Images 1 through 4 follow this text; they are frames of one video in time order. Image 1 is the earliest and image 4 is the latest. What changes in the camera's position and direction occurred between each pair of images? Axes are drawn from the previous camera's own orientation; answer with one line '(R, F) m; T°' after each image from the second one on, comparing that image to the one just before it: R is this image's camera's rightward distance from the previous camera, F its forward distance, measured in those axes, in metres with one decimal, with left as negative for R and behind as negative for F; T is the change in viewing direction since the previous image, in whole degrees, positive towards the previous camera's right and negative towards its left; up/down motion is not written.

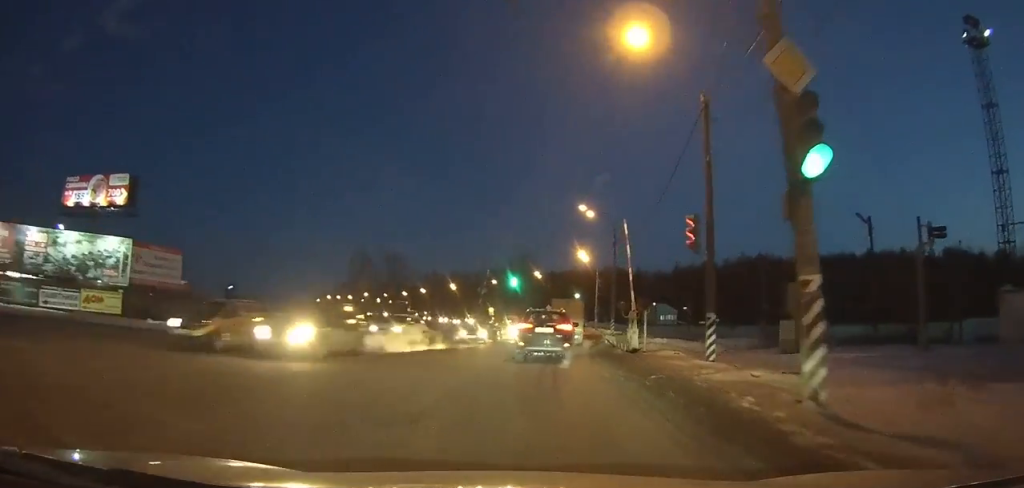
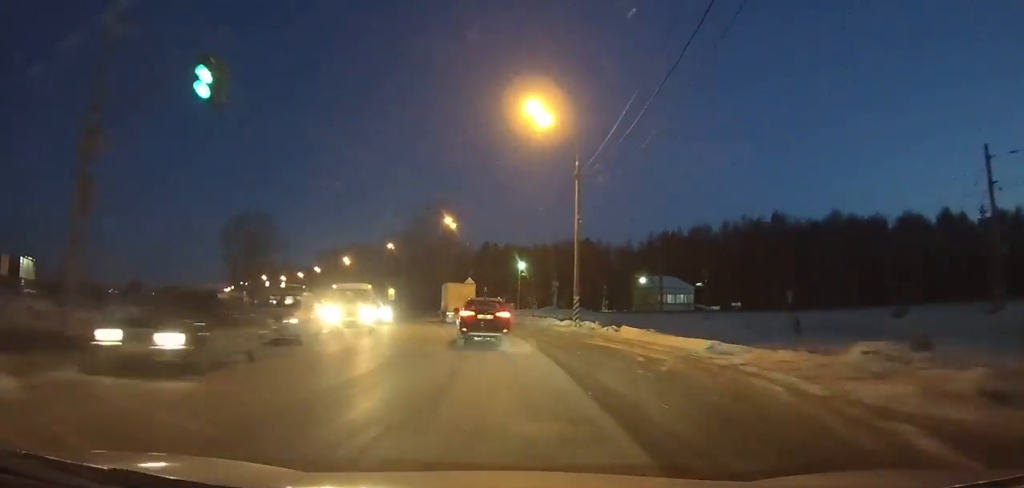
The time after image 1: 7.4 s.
(+3.4, +60.5) m; 0°
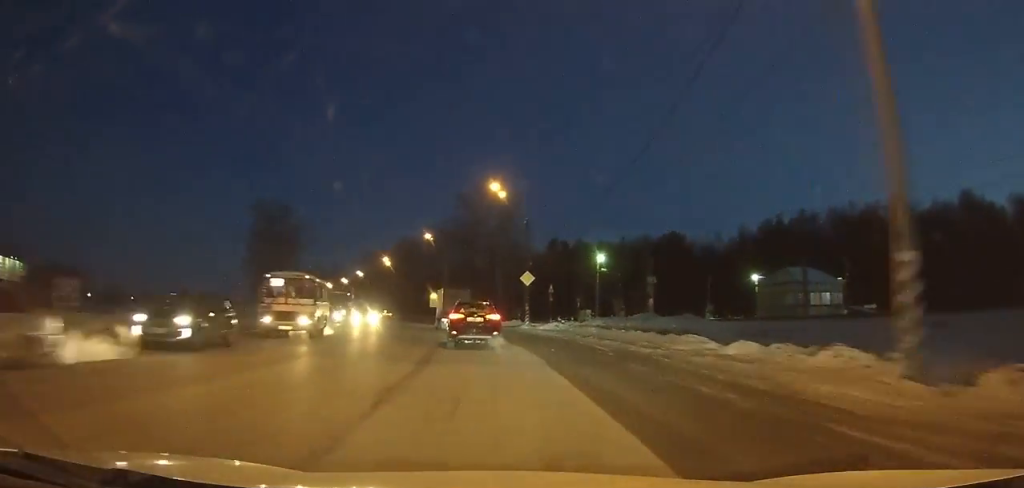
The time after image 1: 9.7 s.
(-1.3, +24.0) m; -6°
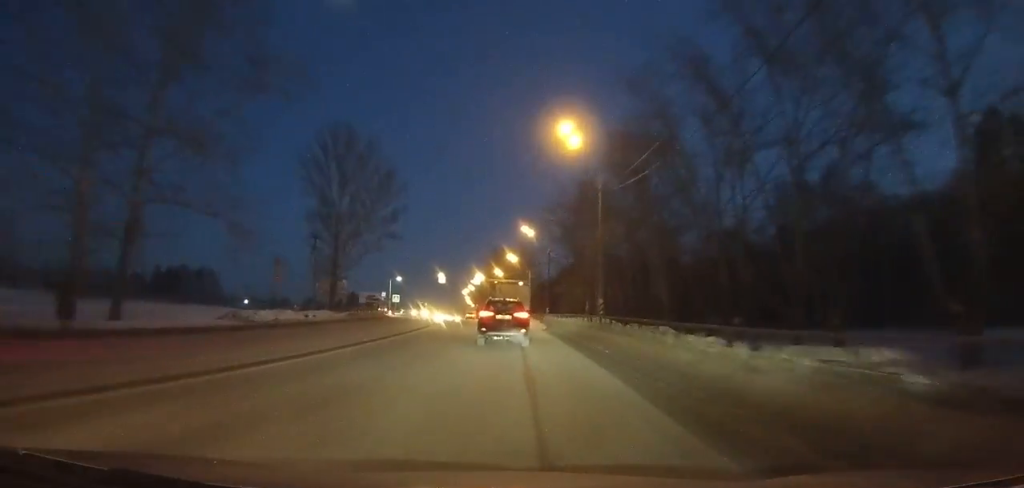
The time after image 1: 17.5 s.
(-16.9, +89.3) m; -18°
